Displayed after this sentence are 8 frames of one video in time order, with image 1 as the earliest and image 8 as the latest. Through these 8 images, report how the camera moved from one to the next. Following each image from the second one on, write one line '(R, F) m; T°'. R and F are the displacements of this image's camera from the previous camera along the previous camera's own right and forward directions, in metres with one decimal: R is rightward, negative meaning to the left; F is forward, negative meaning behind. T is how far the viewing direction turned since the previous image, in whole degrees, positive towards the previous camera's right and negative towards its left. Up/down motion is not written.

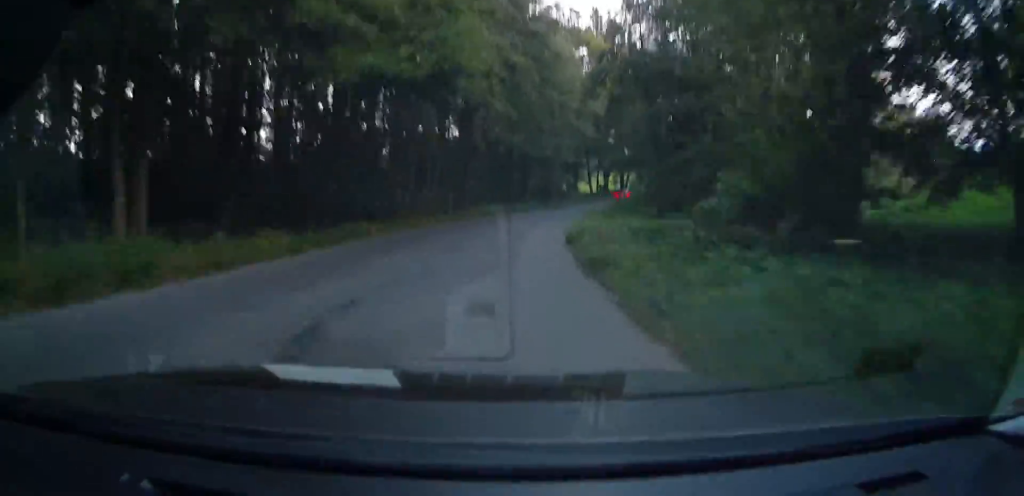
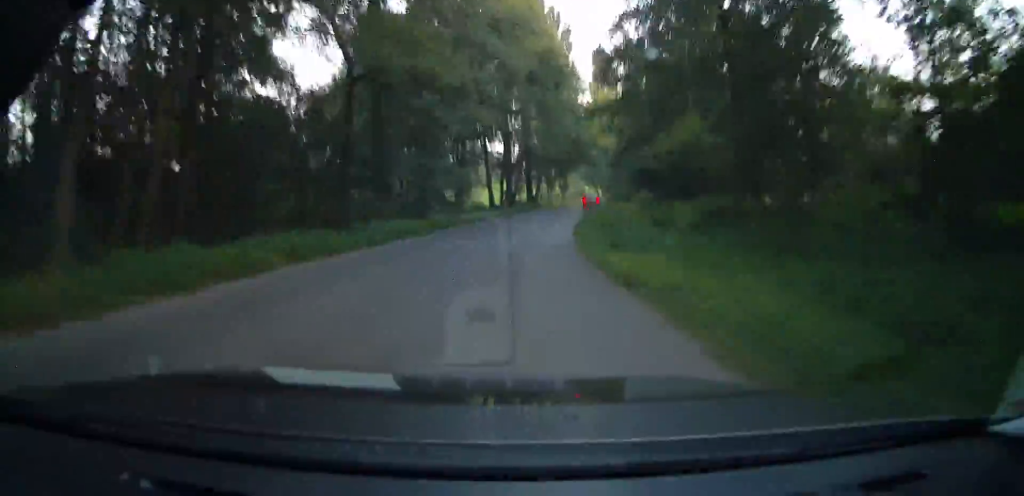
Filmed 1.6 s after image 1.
(+1.1, +28.1) m; +2°
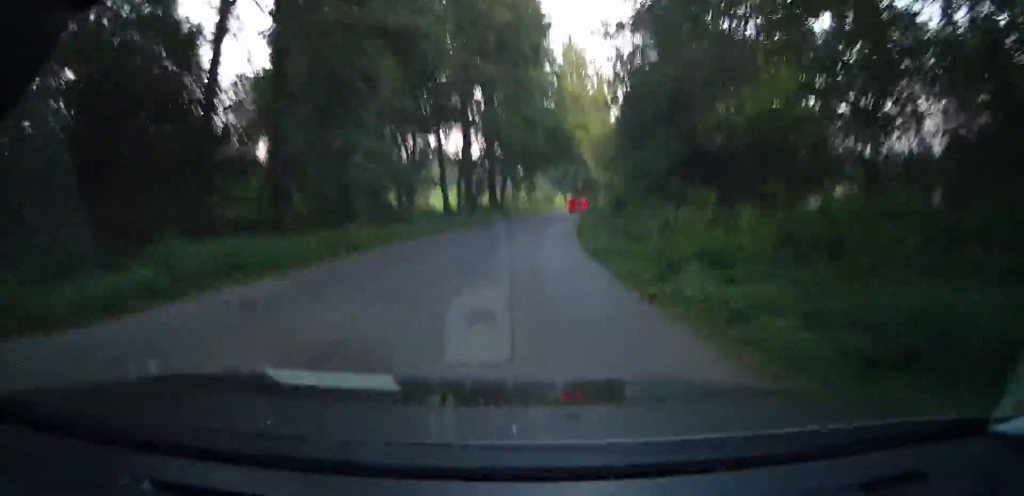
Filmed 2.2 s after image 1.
(0.0, +11.7) m; 0°
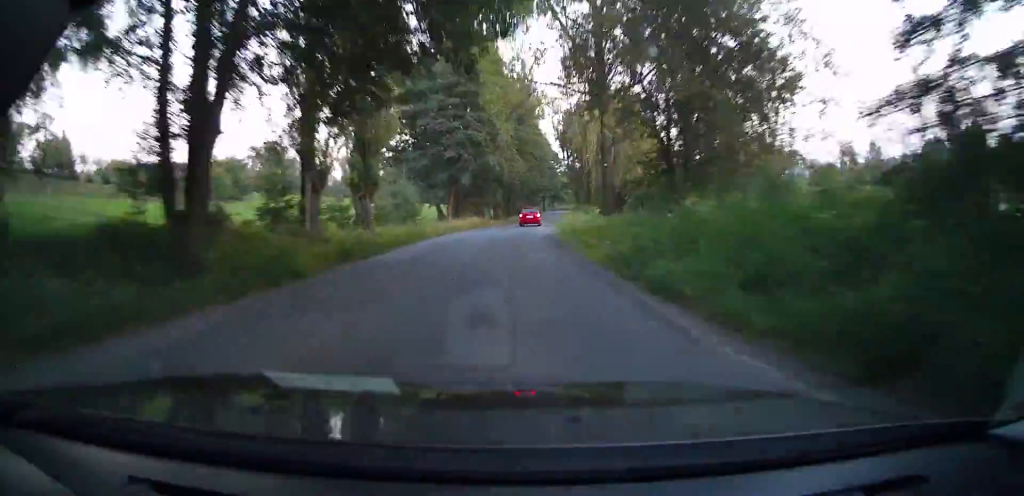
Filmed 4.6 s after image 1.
(+8.6, +46.9) m; +21°
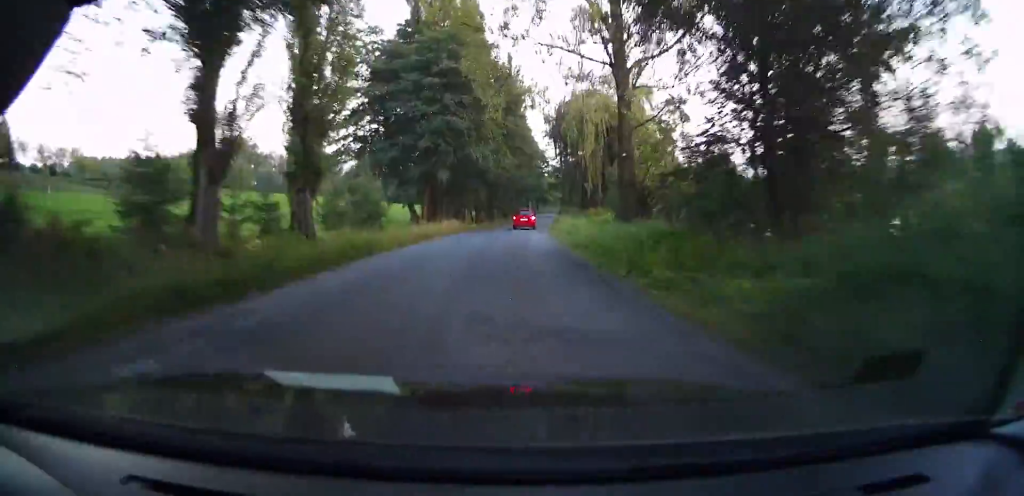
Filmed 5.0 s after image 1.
(0.0, +9.2) m; +1°
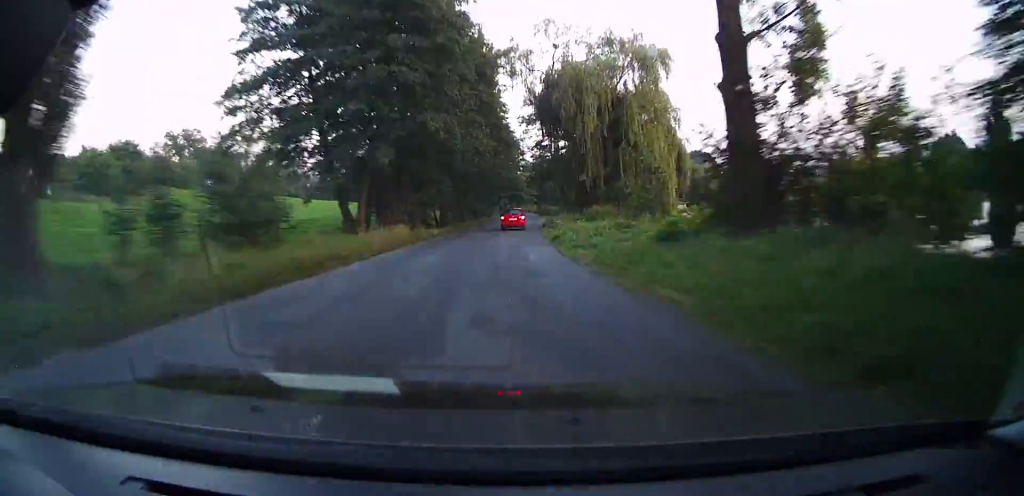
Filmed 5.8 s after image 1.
(+0.4, +16.3) m; +3°
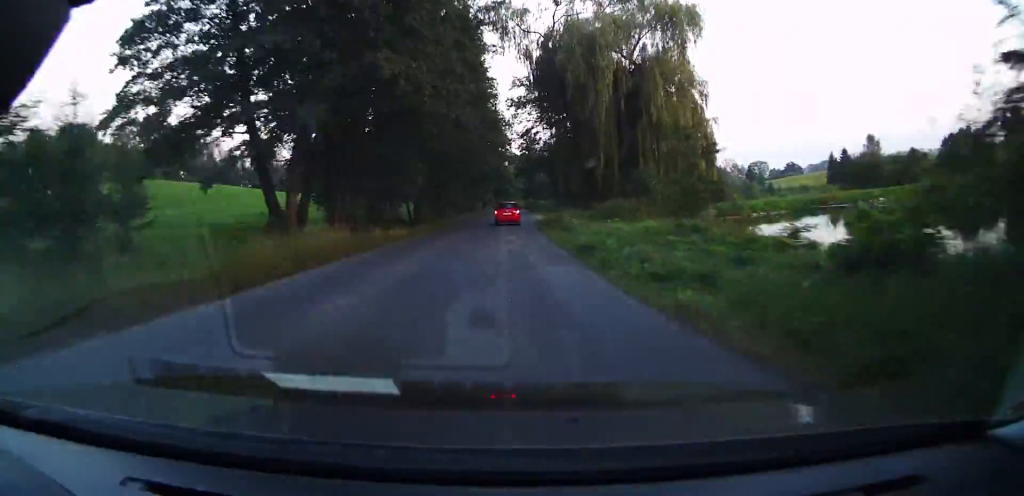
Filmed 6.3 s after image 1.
(+0.1, +10.6) m; +2°
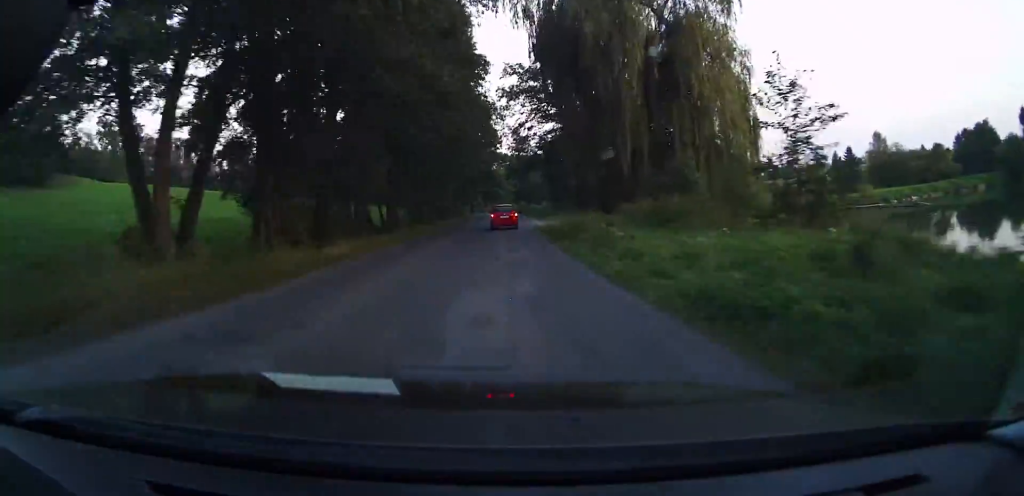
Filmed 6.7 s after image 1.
(+0.2, +9.8) m; +2°
